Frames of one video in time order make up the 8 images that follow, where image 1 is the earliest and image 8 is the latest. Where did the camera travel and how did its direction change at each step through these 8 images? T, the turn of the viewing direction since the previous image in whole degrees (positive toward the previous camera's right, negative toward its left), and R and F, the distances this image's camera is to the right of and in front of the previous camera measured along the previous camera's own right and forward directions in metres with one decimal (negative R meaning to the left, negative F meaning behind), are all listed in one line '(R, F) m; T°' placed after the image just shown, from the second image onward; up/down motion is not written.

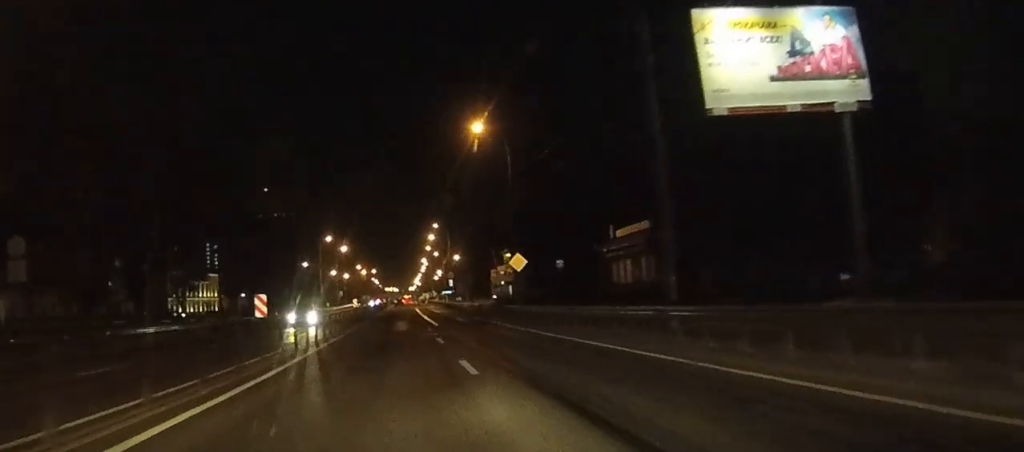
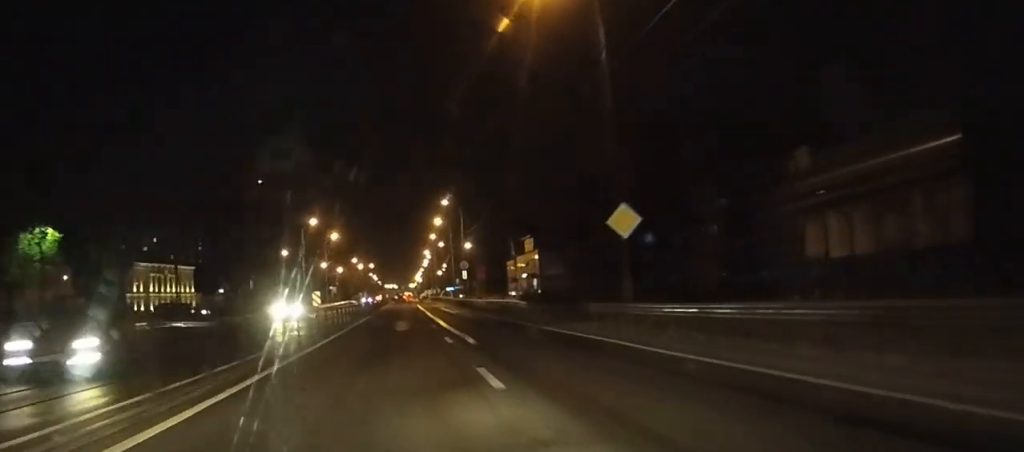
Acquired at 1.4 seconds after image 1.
(+0.1, +26.1) m; +1°
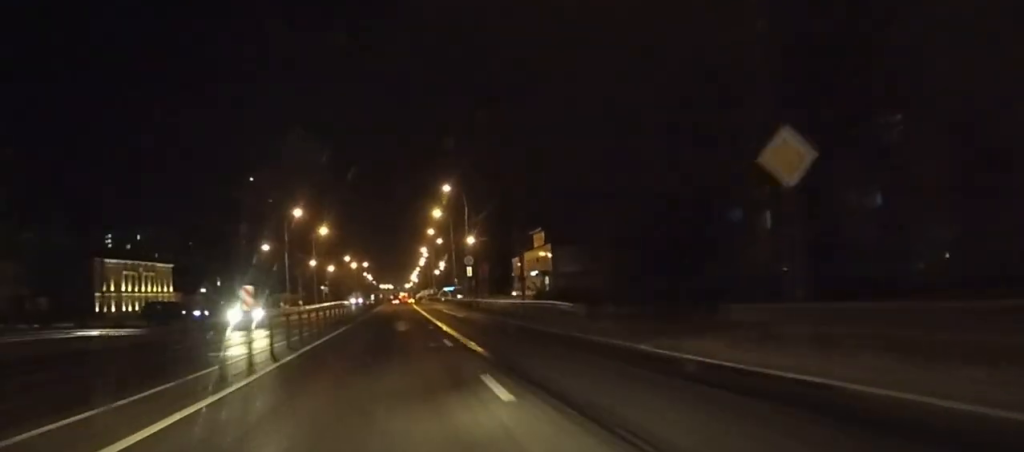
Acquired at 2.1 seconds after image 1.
(+0.1, +13.6) m; +1°
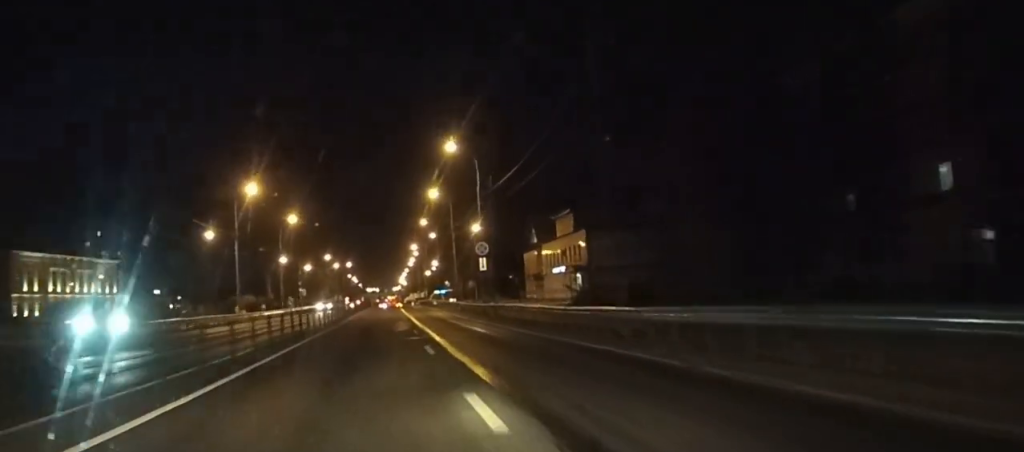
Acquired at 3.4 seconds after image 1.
(+0.3, +26.7) m; 0°
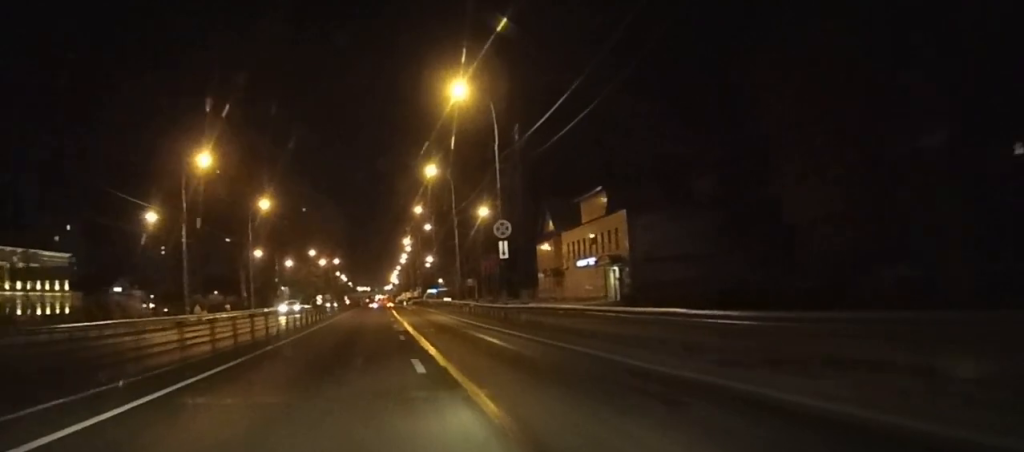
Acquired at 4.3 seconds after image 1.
(0.0, +17.6) m; 0°
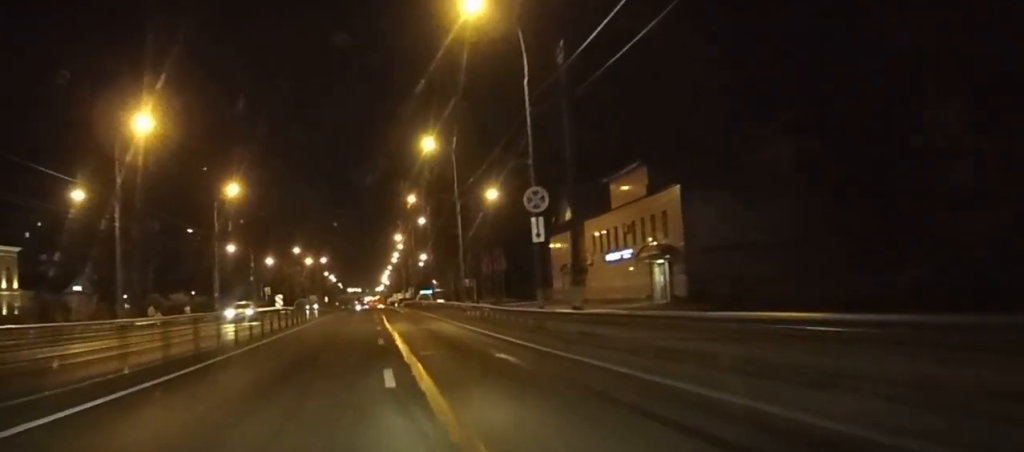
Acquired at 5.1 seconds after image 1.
(0.0, +14.3) m; 0°
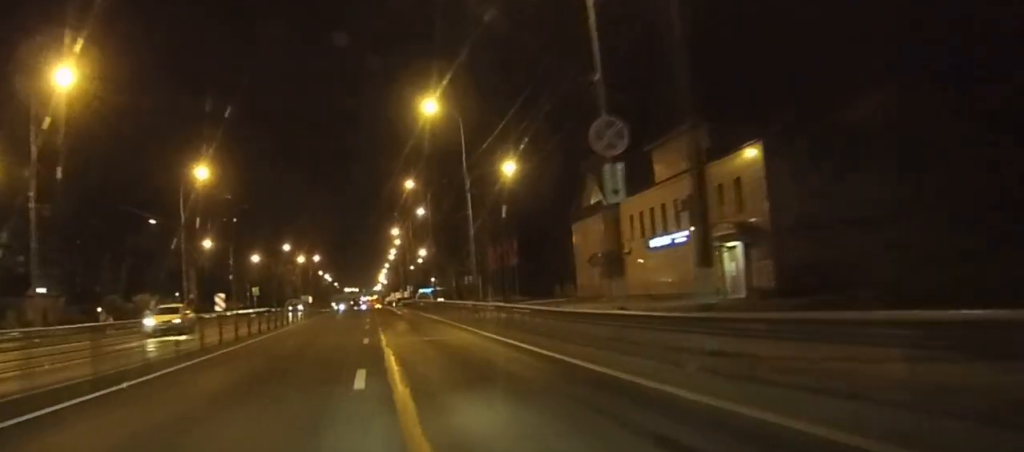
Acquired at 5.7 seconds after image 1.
(+0.1, +12.3) m; 0°
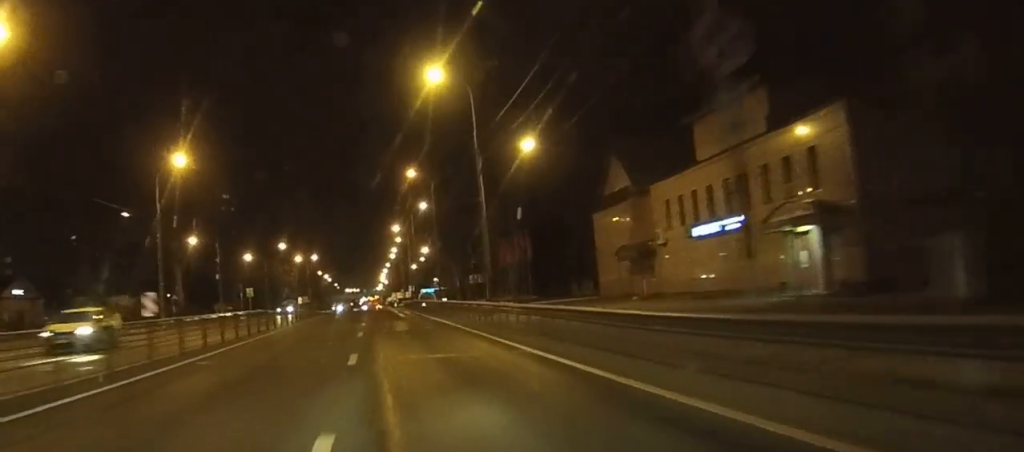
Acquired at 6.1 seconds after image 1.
(0.0, +7.7) m; 0°
